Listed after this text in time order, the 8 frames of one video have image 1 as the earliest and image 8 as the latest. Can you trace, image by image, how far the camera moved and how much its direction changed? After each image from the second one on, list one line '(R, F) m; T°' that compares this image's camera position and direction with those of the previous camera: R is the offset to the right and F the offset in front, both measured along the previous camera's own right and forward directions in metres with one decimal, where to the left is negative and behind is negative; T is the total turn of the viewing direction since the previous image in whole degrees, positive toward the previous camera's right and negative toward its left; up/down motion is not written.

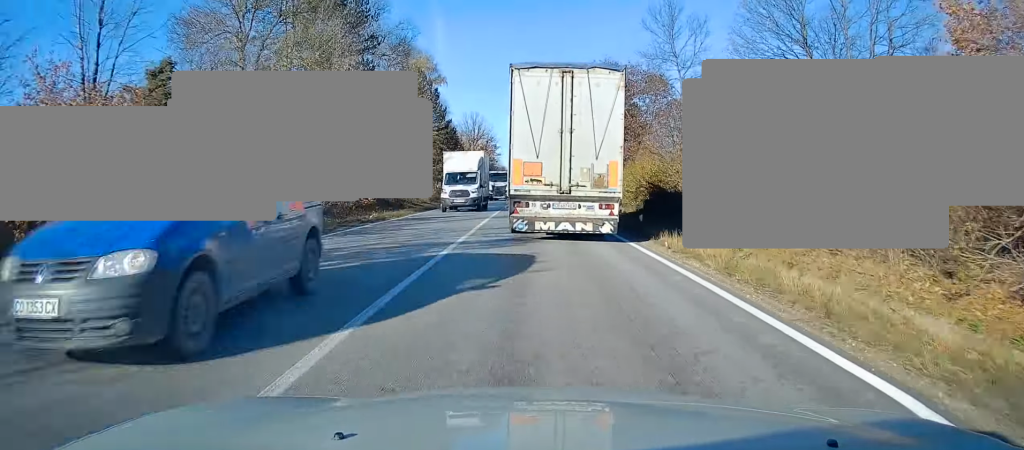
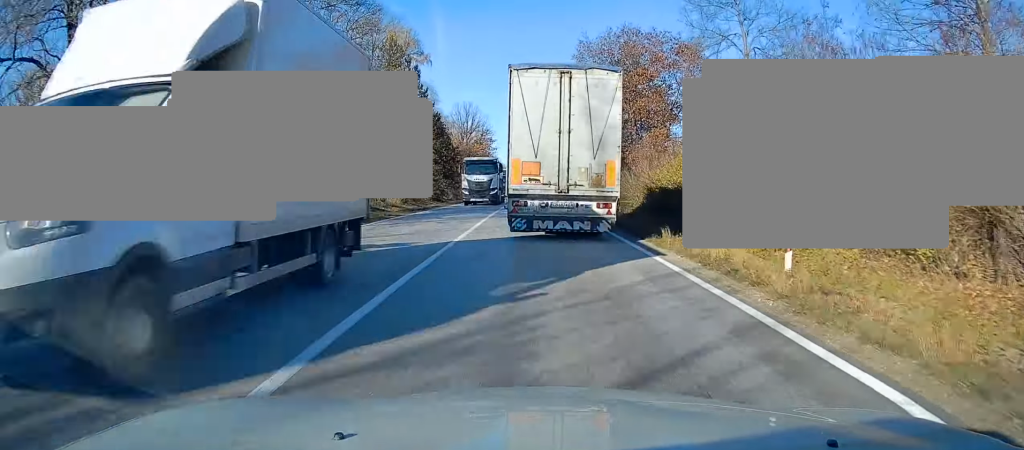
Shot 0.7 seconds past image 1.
(-0.1, +14.2) m; 0°
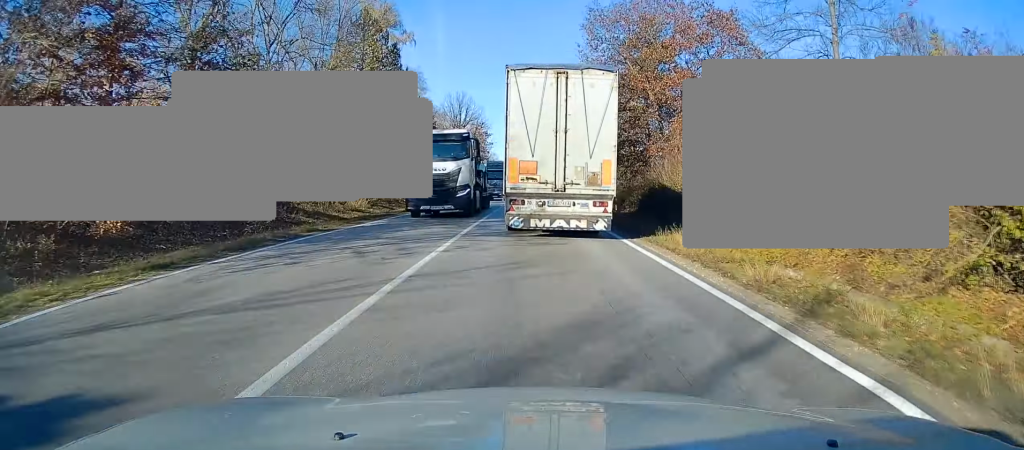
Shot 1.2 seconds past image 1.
(0.0, +10.1) m; 0°
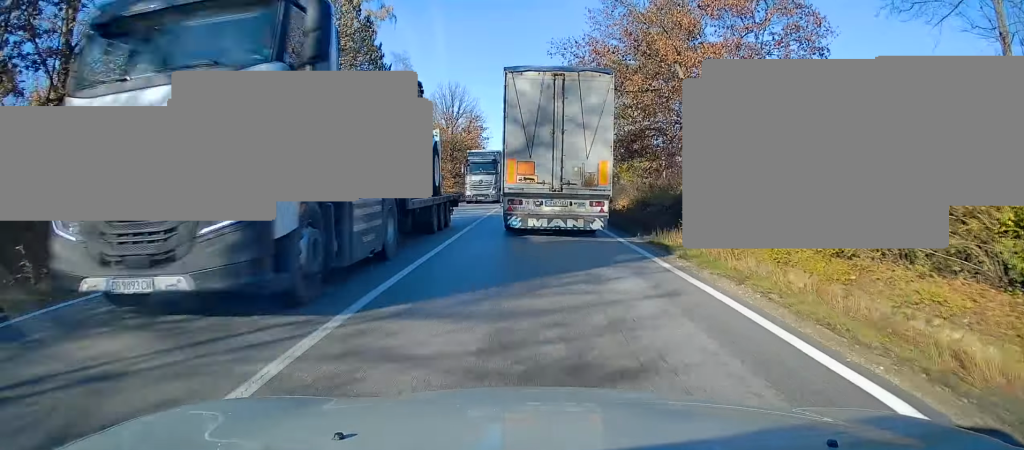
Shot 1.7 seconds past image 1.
(0.0, +9.4) m; 0°
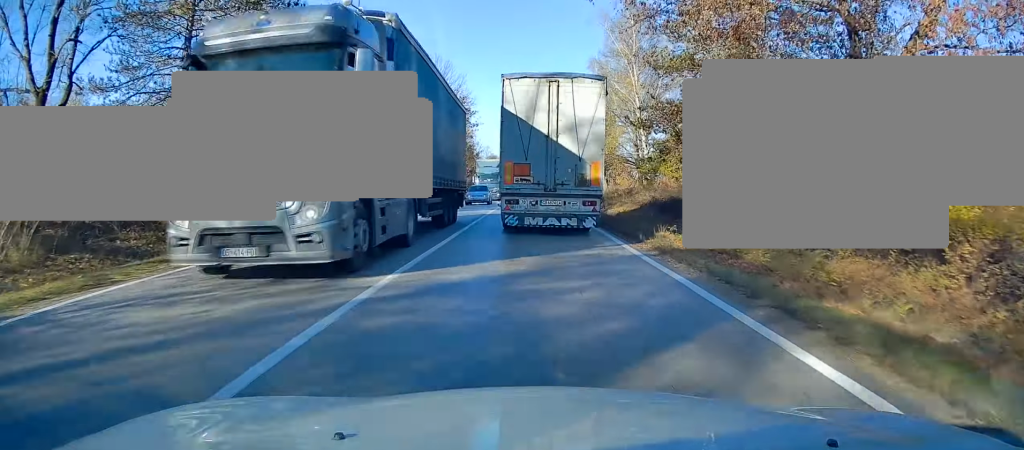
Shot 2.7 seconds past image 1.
(0.0, +19.9) m; 0°
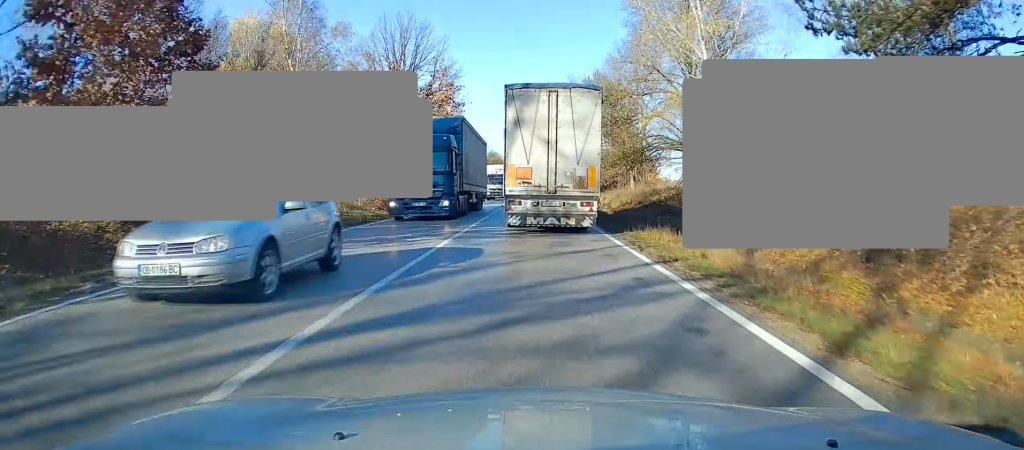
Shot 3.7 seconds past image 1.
(0.0, +19.6) m; 0°
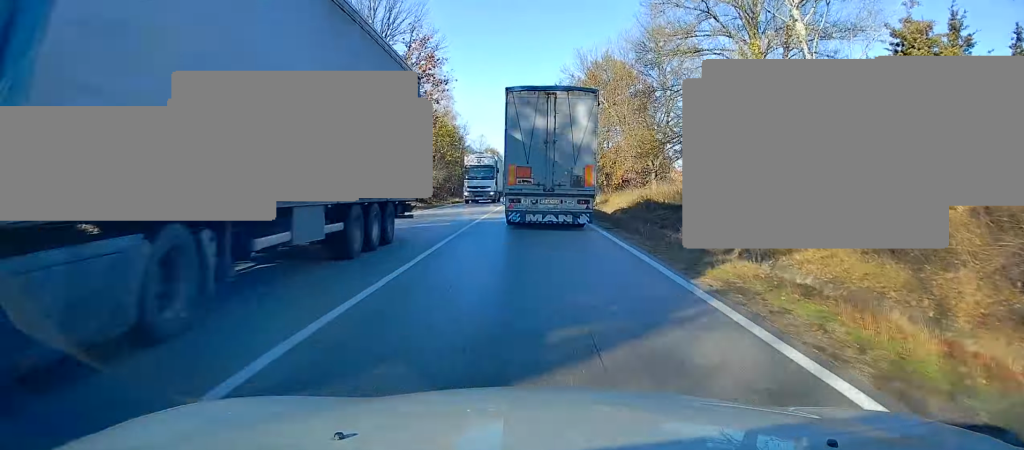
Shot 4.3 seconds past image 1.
(0.0, +11.7) m; 0°
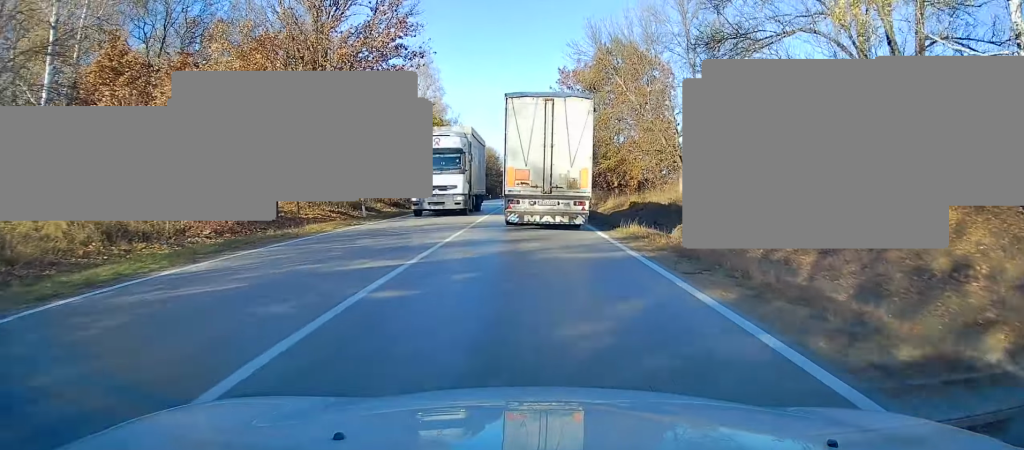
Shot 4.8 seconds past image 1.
(0.0, +10.4) m; 0°
